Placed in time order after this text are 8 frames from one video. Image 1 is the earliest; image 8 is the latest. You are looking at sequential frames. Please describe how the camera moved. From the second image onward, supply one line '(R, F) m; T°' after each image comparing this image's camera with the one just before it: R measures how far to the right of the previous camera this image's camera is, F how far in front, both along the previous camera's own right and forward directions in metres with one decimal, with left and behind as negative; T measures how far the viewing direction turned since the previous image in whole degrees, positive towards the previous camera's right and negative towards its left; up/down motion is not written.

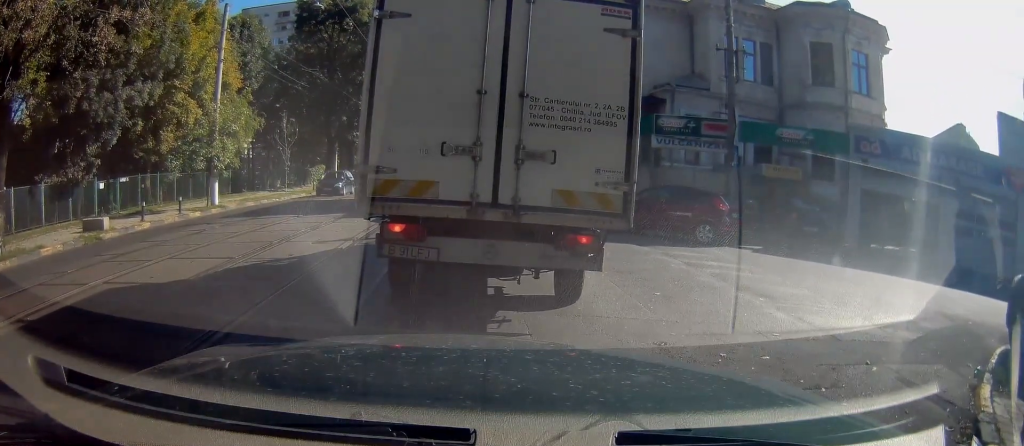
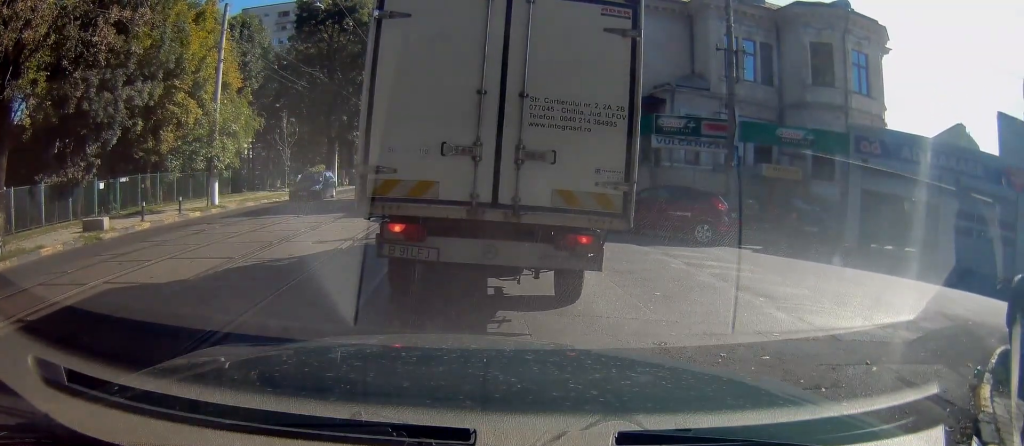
(0.0, 0.0) m; 0°
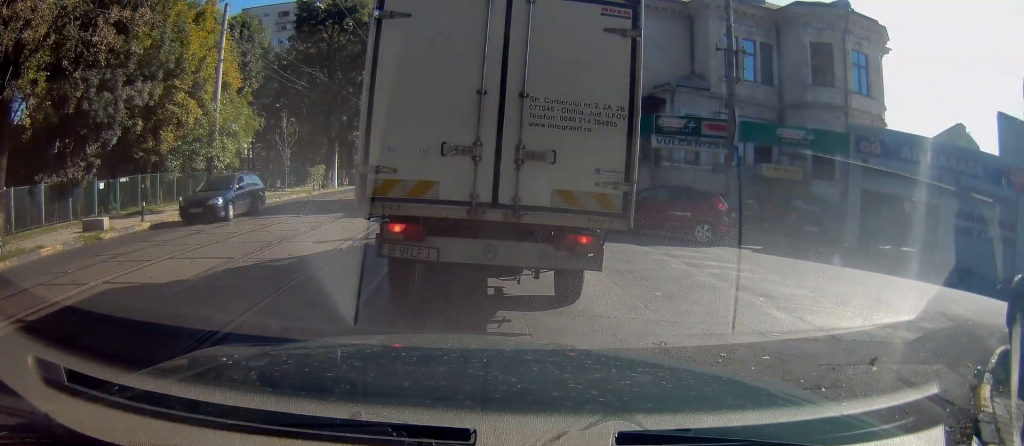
(0.0, 0.0) m; 0°
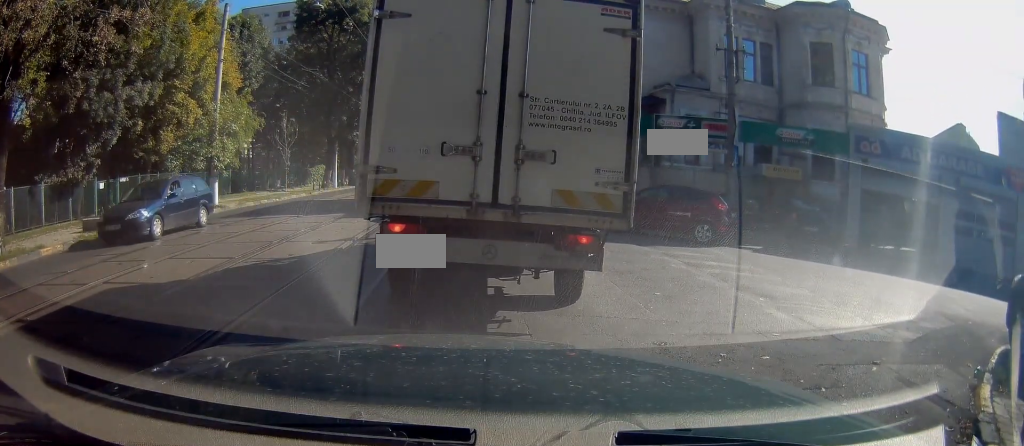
(0.0, 0.0) m; 0°
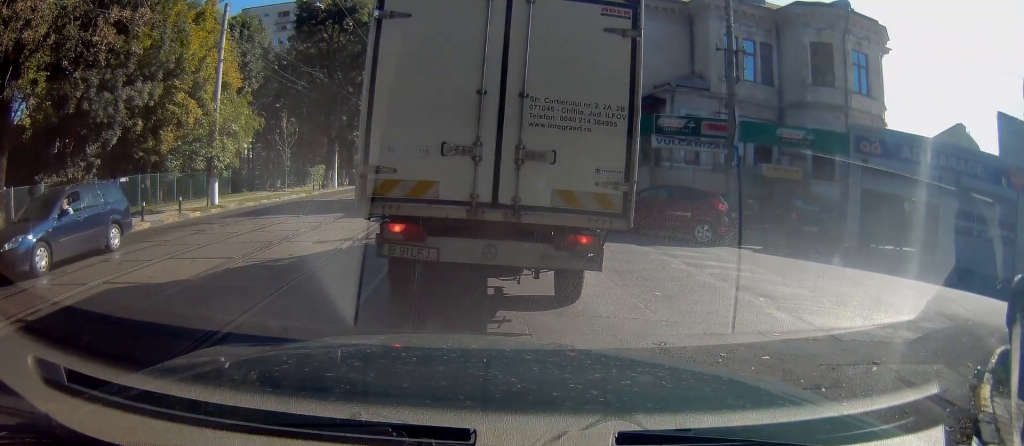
(0.0, 0.0) m; 0°
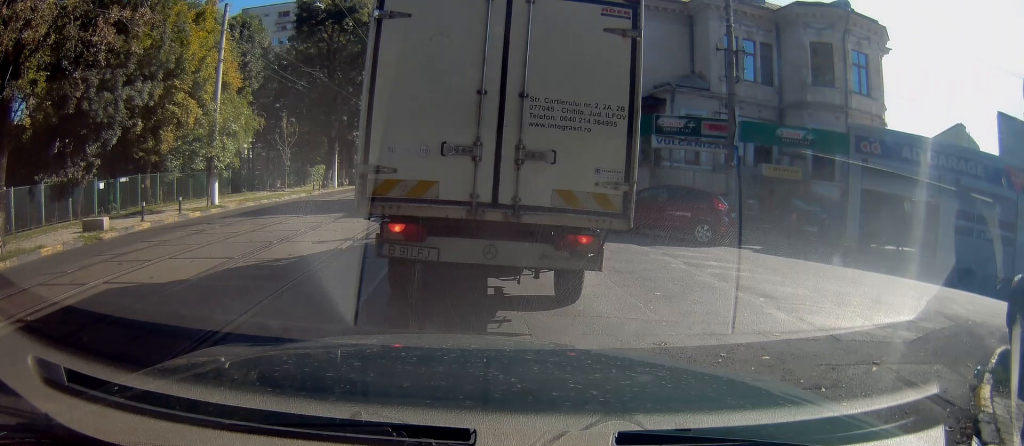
(0.0, 0.0) m; 0°
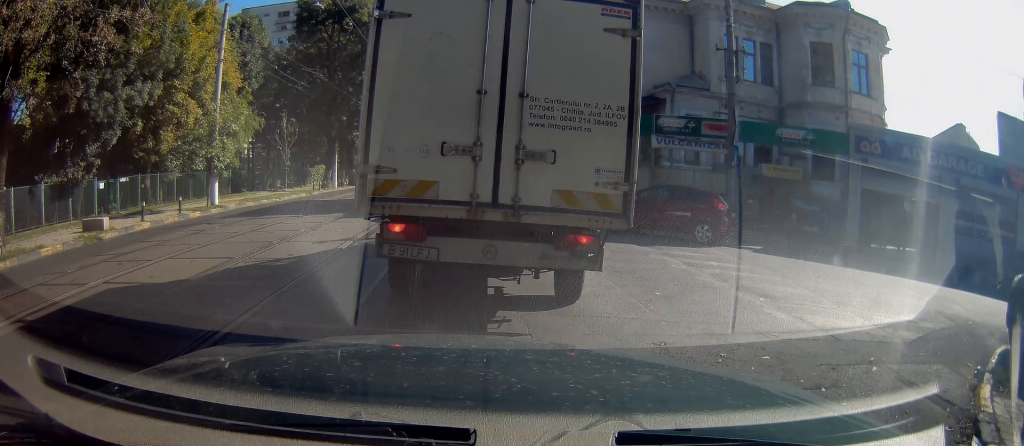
(0.0, 0.0) m; 0°
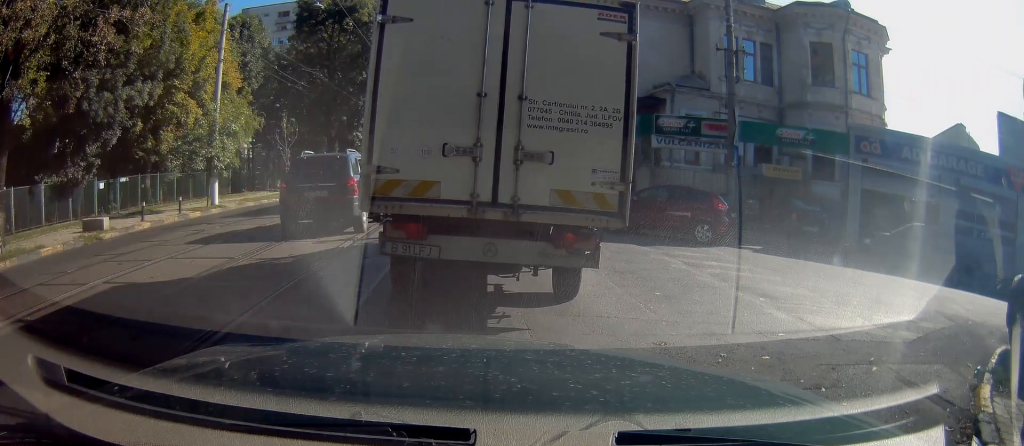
(0.0, 0.0) m; 0°
